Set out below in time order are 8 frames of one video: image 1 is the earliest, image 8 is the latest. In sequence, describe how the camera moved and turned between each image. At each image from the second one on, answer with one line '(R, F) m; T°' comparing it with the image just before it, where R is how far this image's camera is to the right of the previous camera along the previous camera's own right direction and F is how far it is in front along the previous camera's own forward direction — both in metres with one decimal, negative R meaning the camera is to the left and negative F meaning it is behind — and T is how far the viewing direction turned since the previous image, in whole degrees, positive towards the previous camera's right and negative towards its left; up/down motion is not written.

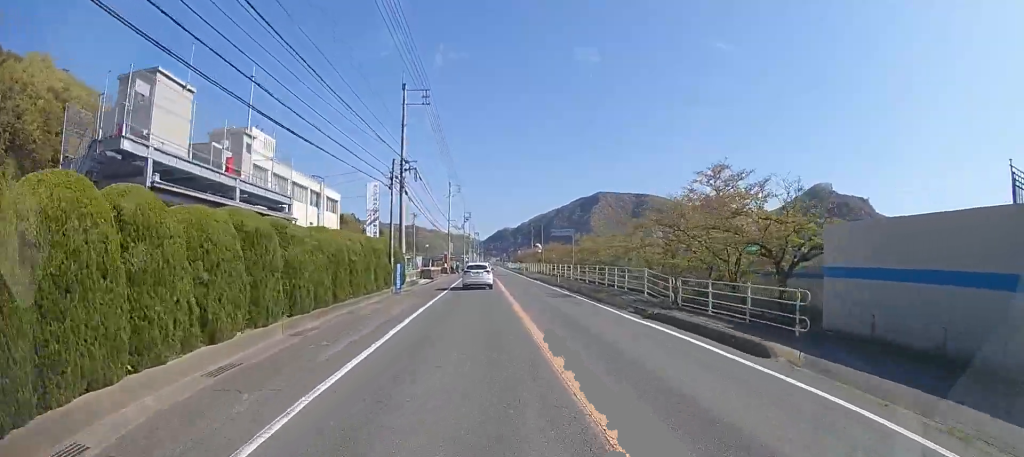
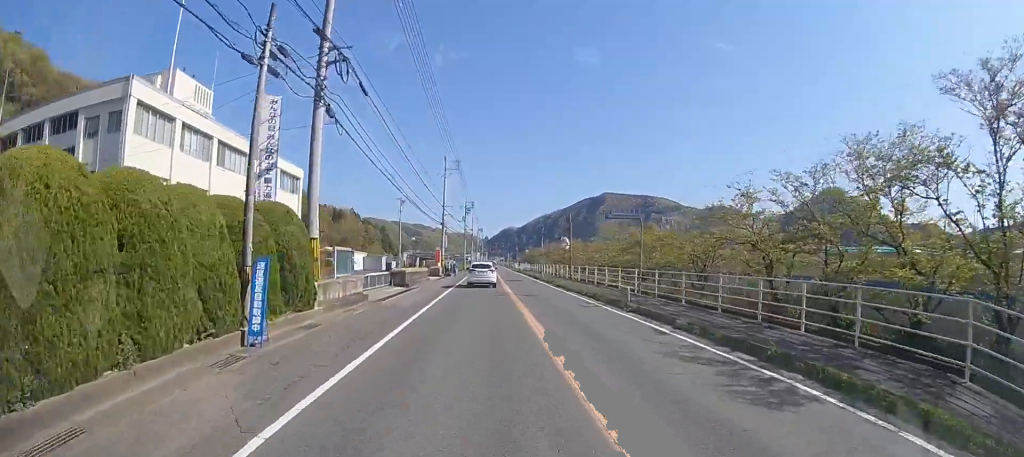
(0.0, +16.4) m; 0°
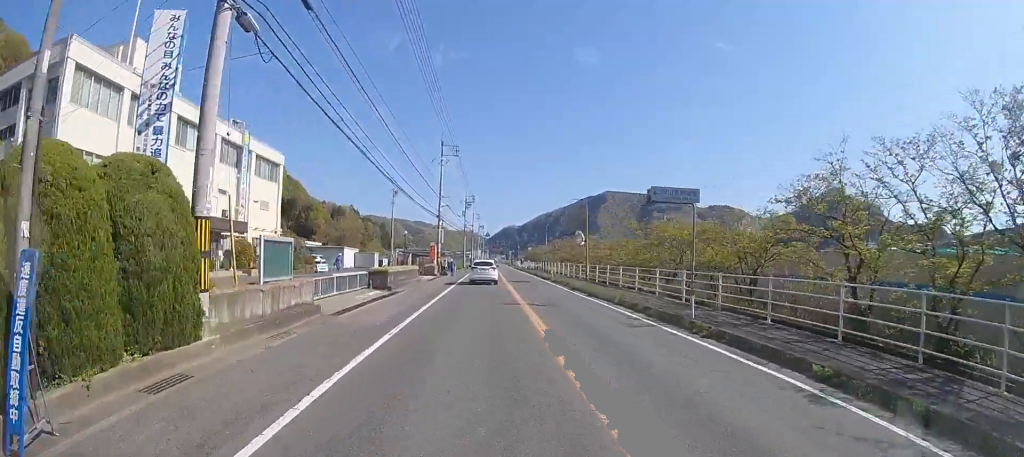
(0.0, +5.5) m; 0°
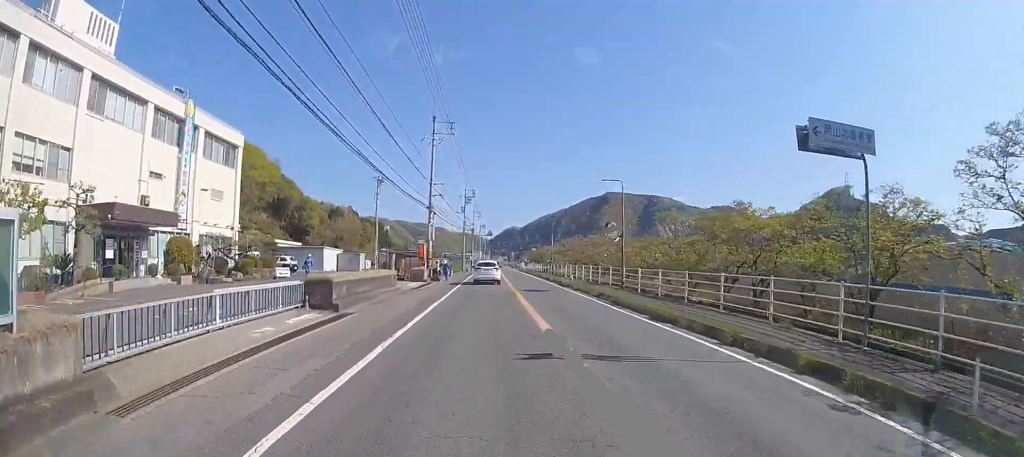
(0.0, +8.9) m; 0°
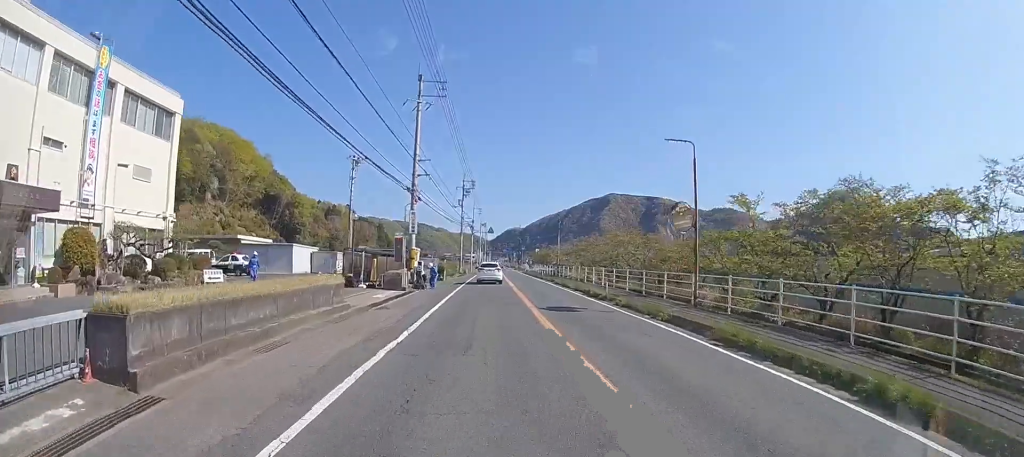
(0.0, +9.4) m; 0°
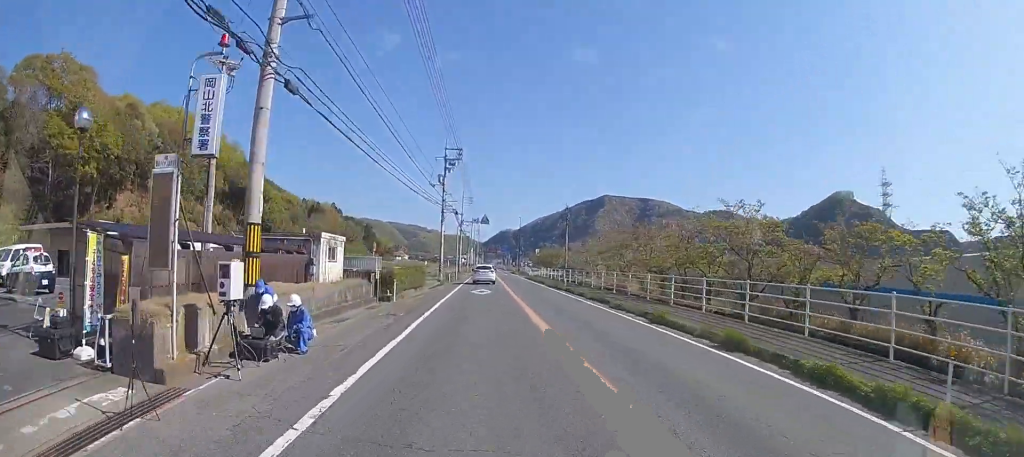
(0.0, +19.2) m; 0°
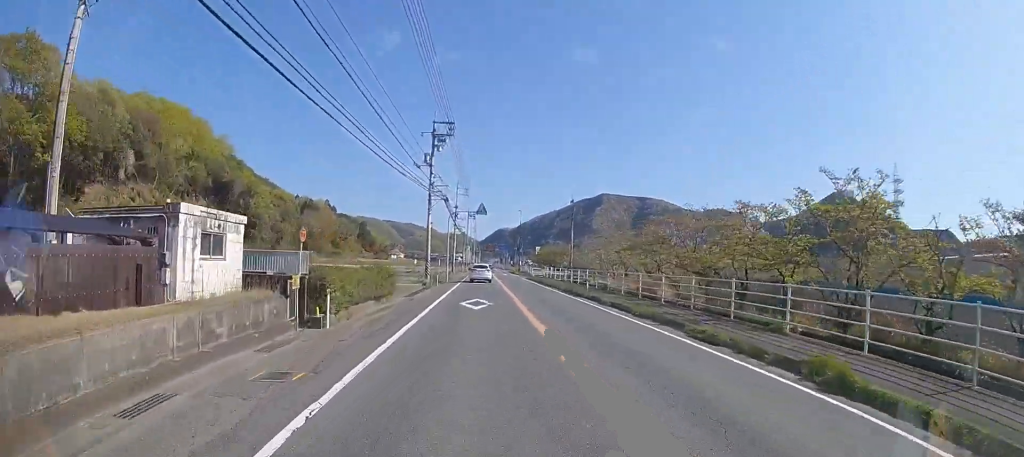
(0.0, +8.1) m; 0°
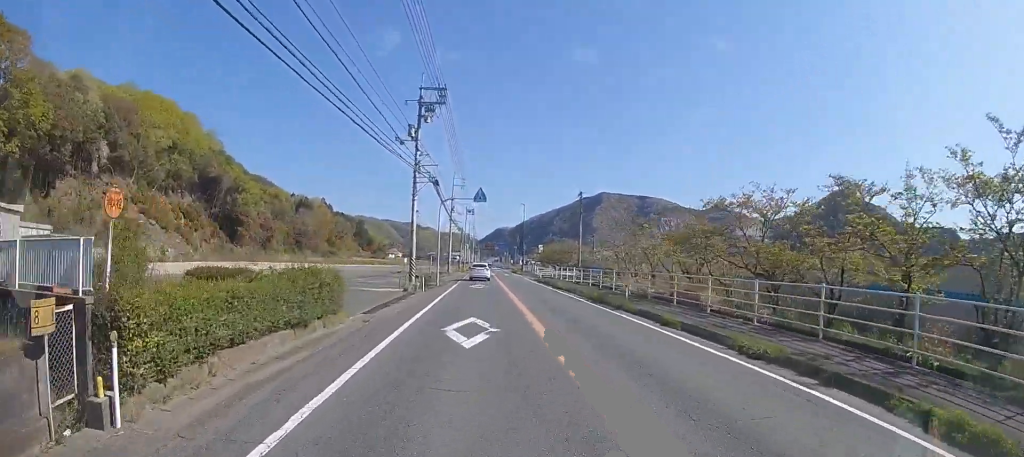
(0.0, +7.7) m; 0°
